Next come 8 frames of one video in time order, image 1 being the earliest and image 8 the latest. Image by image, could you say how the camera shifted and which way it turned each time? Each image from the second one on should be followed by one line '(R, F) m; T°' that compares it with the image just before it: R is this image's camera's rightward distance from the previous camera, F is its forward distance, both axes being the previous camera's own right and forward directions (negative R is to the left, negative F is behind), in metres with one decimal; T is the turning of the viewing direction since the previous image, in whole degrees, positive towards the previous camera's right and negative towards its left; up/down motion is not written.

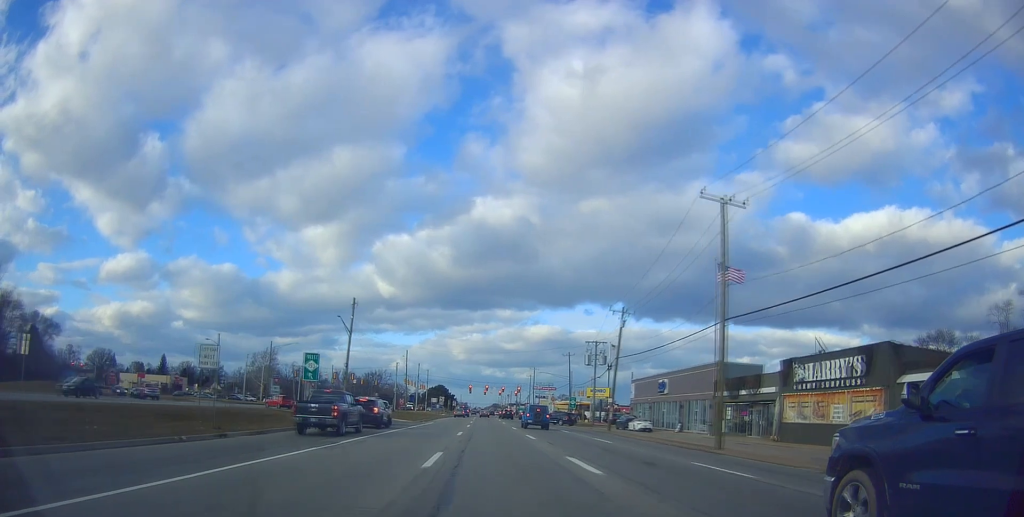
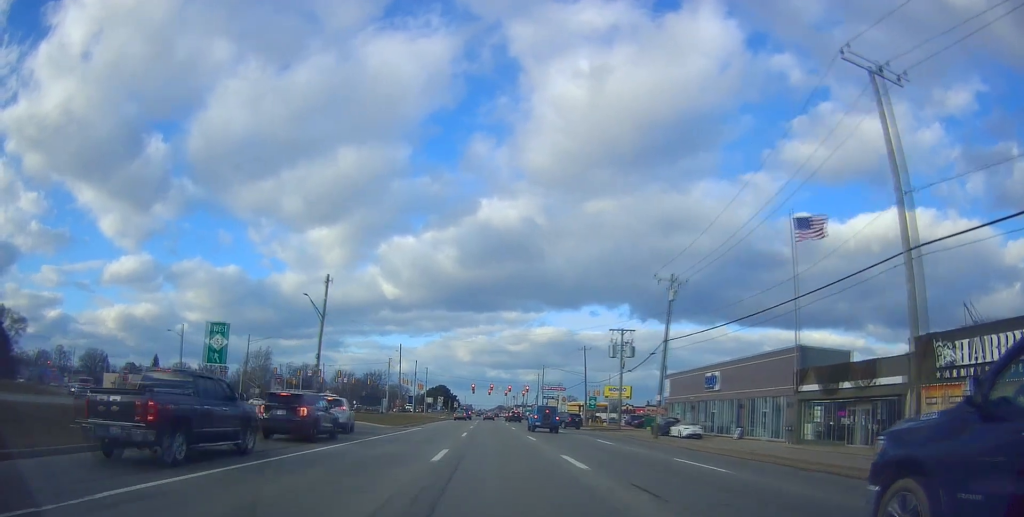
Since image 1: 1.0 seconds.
(+0.6, +16.2) m; +1°
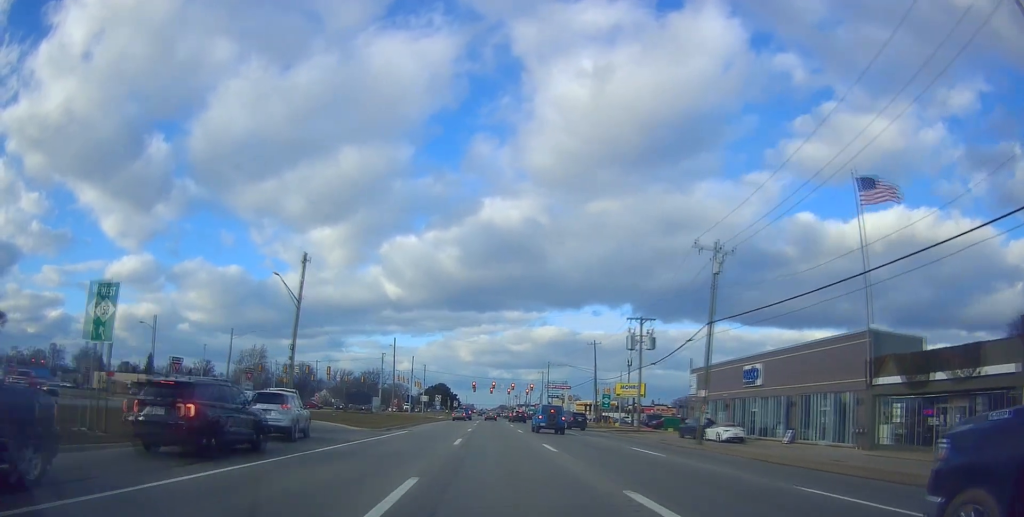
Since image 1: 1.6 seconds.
(-0.2, +9.4) m; -2°
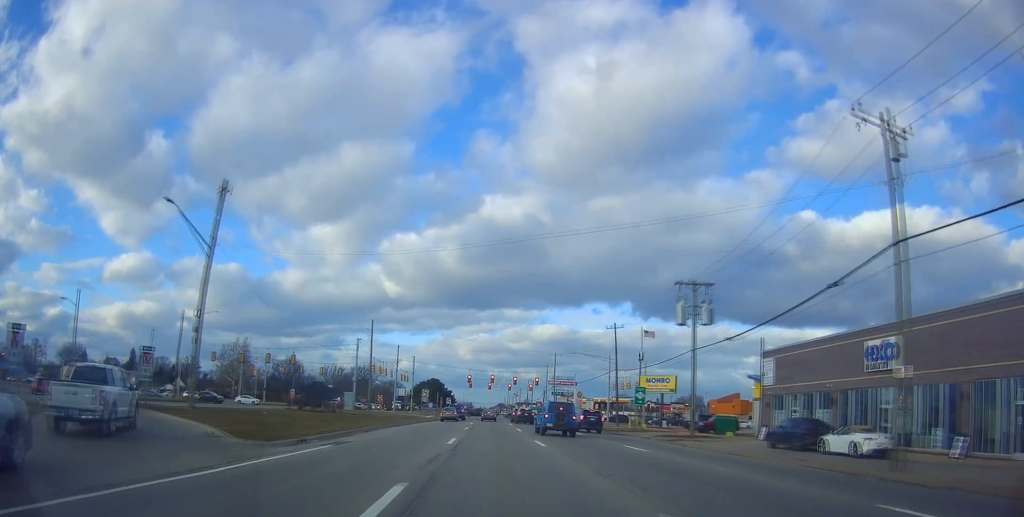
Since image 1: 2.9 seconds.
(-0.3, +19.1) m; +2°
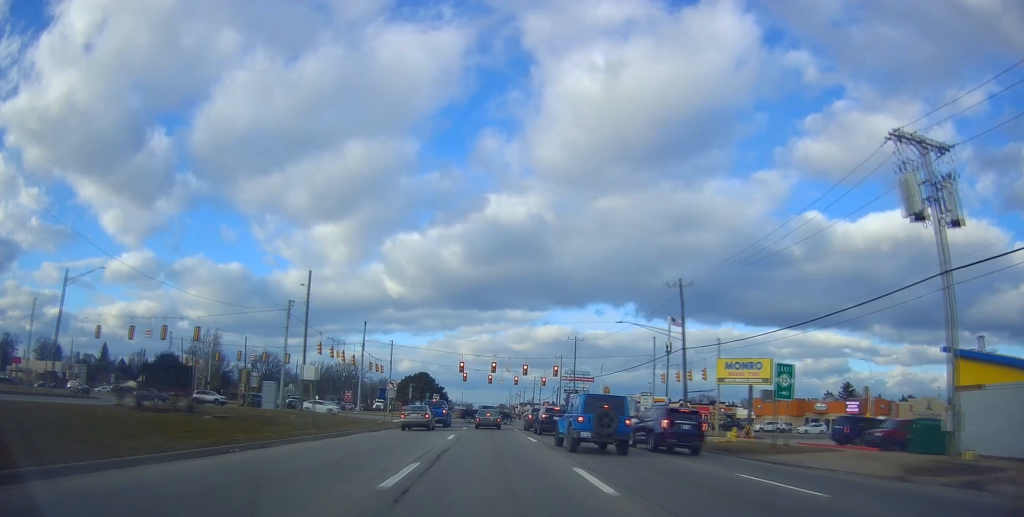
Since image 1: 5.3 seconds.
(+1.0, +31.7) m; +2°
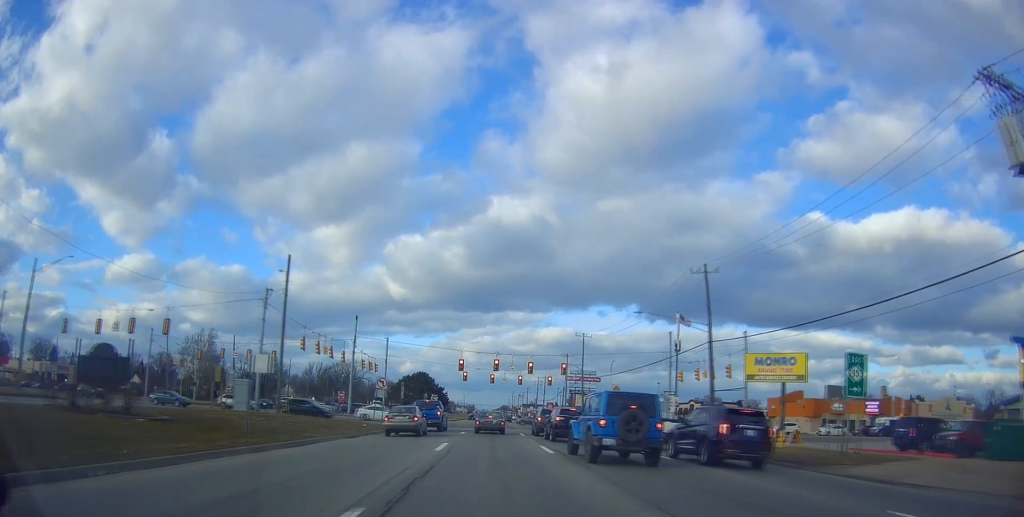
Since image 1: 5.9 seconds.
(+0.1, +7.4) m; +1°
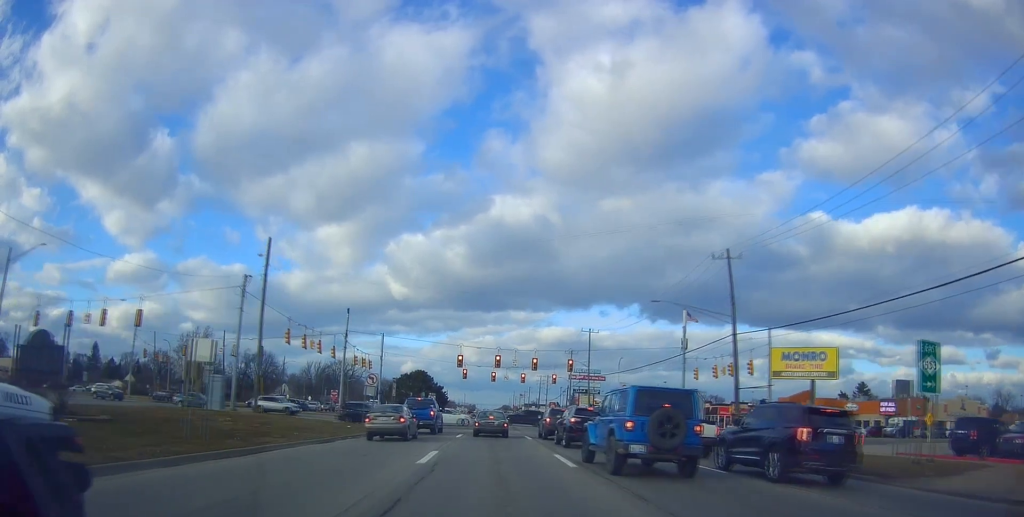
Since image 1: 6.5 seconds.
(0.0, +5.5) m; 0°
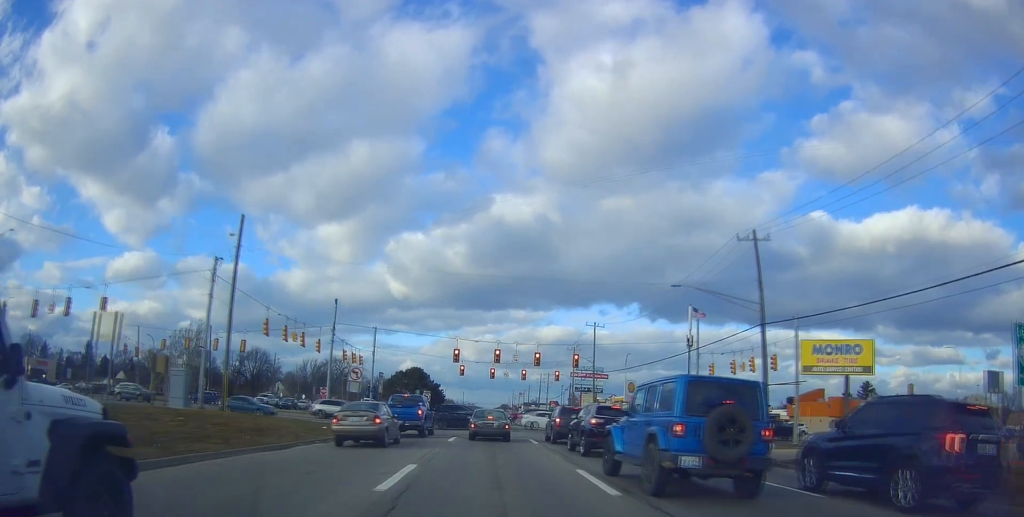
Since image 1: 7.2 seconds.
(0.0, +6.0) m; -2°
